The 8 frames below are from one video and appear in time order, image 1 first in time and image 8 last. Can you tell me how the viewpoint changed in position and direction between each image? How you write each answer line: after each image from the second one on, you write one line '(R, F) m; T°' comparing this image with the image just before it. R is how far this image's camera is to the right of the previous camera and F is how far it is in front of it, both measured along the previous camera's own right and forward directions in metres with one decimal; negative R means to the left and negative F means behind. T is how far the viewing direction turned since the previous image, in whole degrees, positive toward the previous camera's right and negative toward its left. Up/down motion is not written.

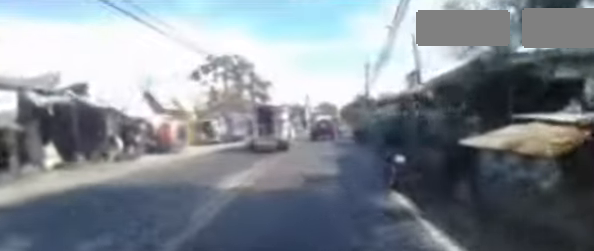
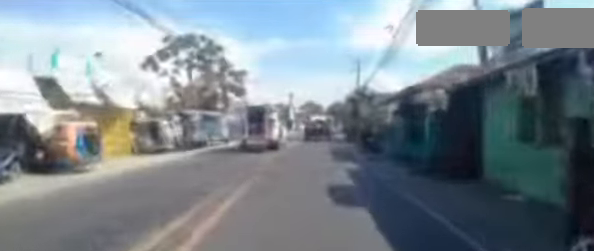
(0.0, +6.0) m; +1°
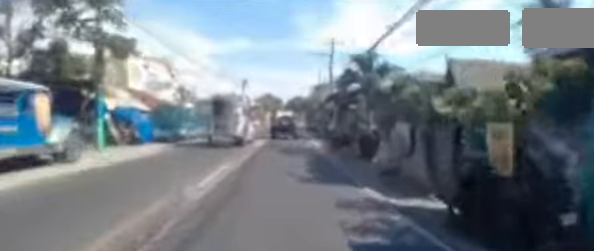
(+0.8, +11.8) m; +7°
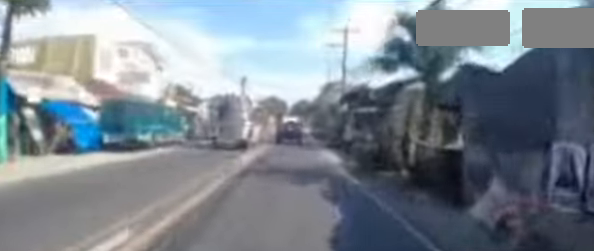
(0.0, +5.2) m; 0°
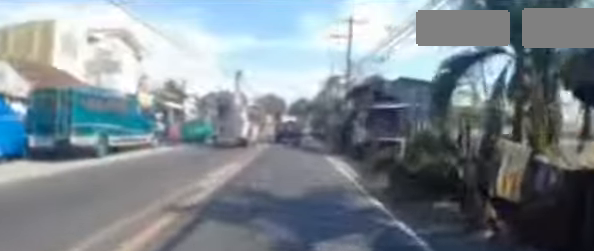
(0.0, +3.4) m; 0°
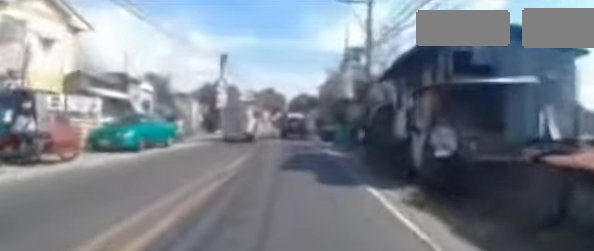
(0.0, +7.8) m; 0°
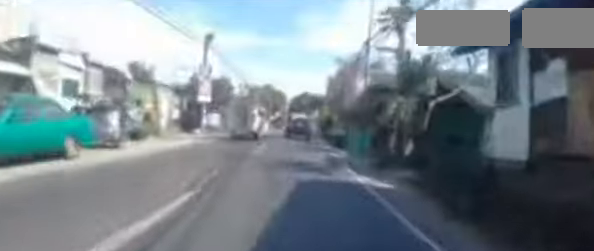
(0.0, +5.7) m; 0°
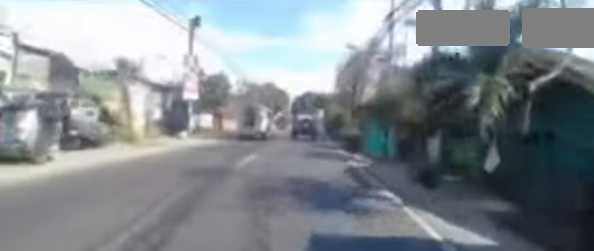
(0.0, +3.7) m; +2°
